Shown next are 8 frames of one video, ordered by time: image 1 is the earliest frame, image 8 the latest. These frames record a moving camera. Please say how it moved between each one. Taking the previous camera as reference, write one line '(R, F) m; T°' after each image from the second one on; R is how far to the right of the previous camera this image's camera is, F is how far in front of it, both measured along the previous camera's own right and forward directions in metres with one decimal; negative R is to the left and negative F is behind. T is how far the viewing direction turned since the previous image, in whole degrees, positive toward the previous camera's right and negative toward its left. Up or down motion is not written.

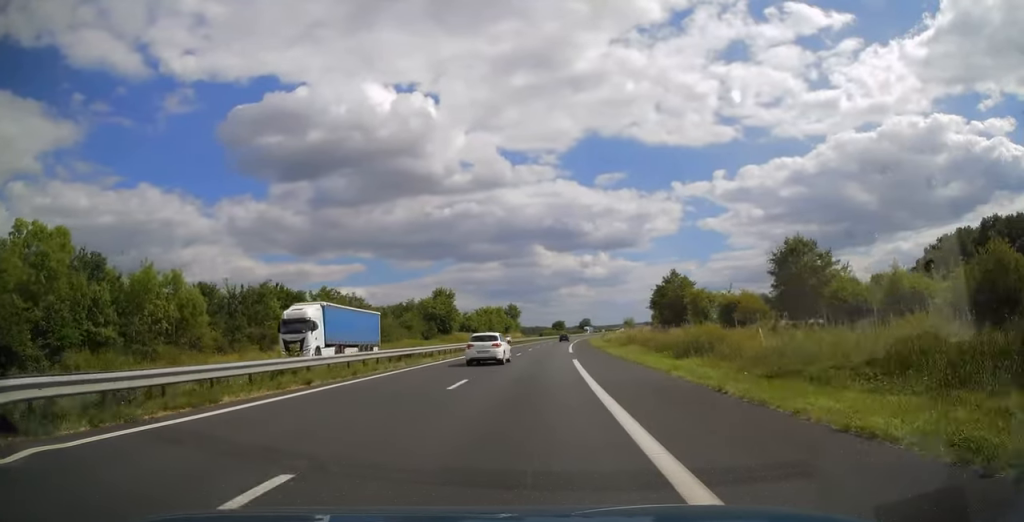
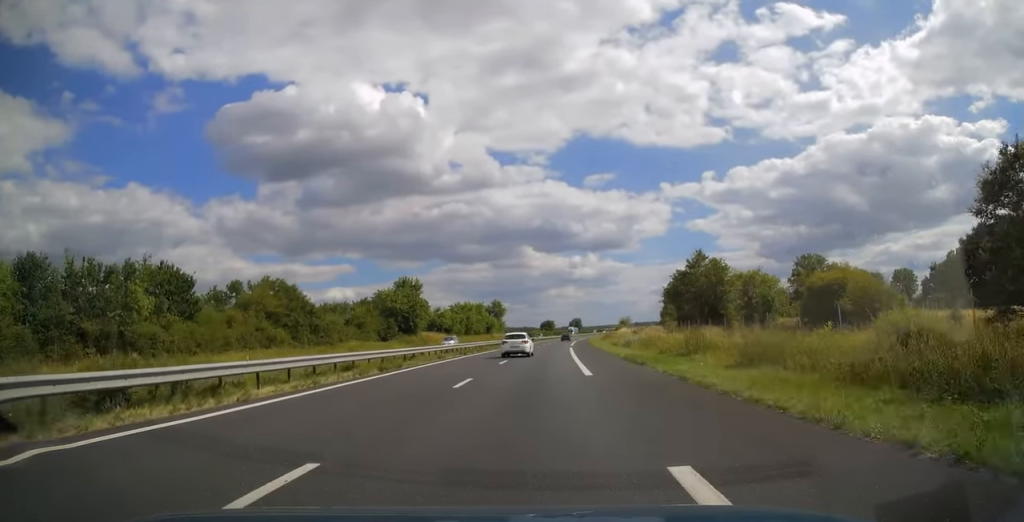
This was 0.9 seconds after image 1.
(+0.2, +25.6) m; +1°
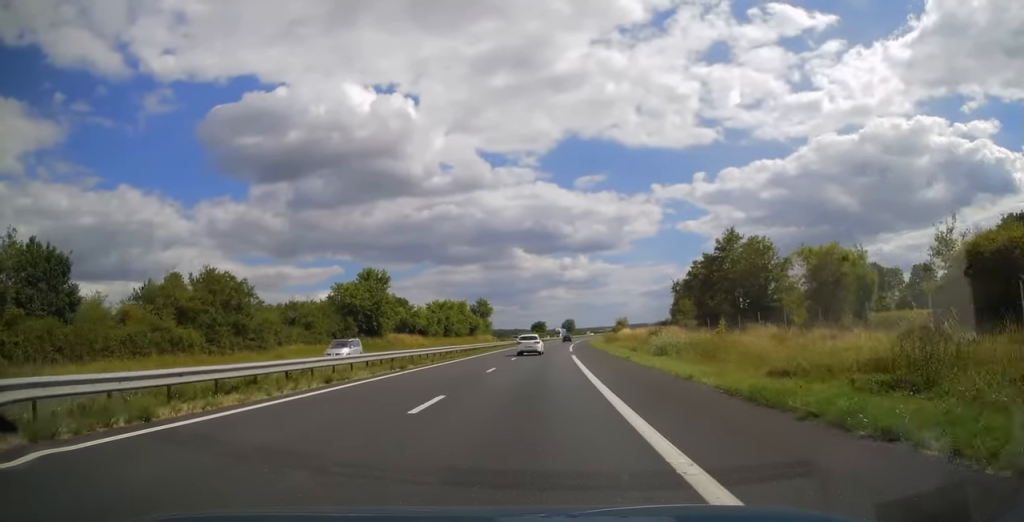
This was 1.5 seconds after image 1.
(+0.2, +18.2) m; +1°
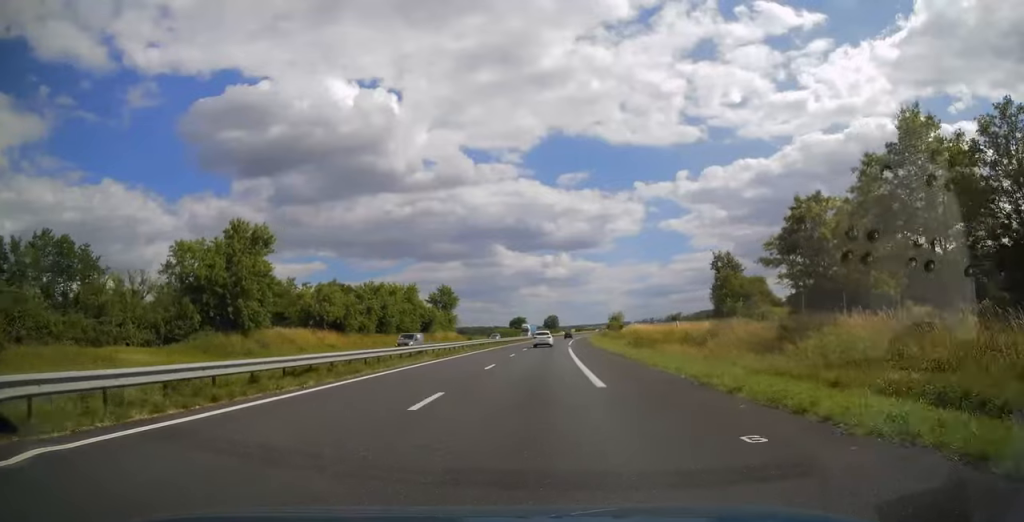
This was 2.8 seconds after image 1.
(+0.6, +37.9) m; +2°
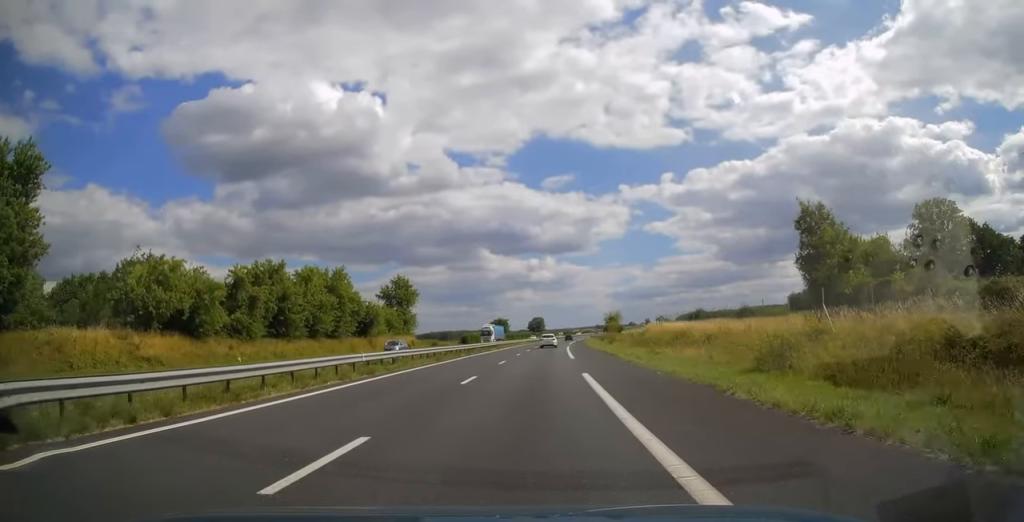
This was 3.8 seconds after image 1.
(+0.3, +31.0) m; +1°
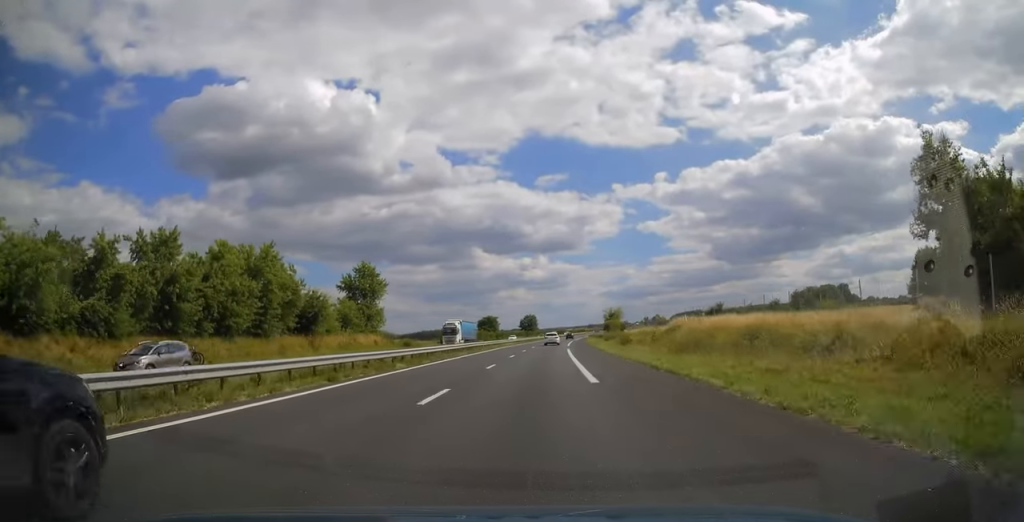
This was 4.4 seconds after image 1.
(+0.1, +18.2) m; +1°
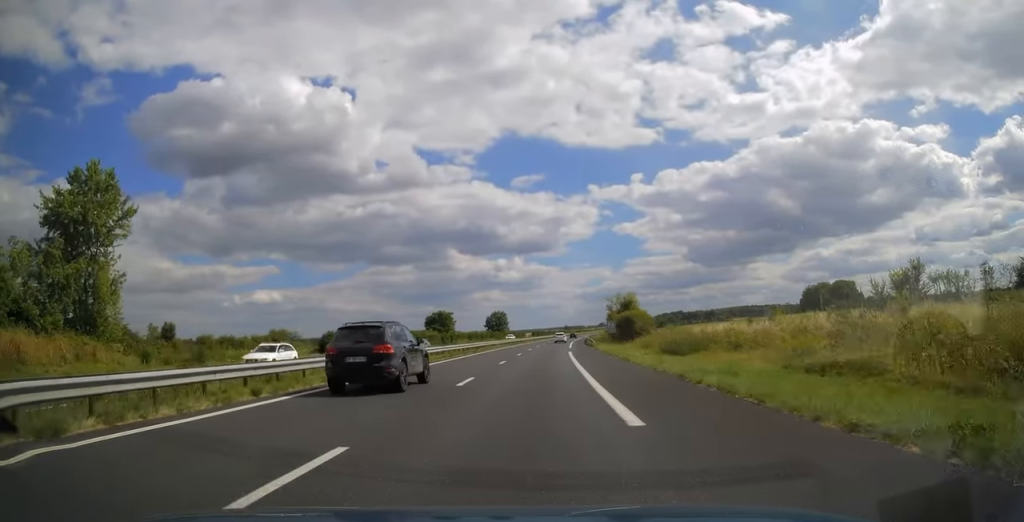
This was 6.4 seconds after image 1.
(+1.2, +58.5) m; +2°
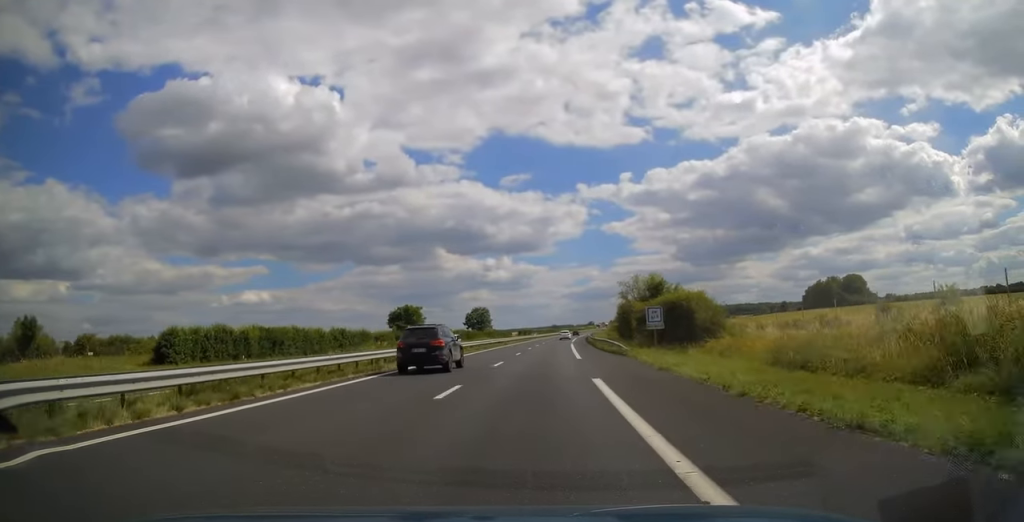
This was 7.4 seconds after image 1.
(+0.3, +29.0) m; +1°
